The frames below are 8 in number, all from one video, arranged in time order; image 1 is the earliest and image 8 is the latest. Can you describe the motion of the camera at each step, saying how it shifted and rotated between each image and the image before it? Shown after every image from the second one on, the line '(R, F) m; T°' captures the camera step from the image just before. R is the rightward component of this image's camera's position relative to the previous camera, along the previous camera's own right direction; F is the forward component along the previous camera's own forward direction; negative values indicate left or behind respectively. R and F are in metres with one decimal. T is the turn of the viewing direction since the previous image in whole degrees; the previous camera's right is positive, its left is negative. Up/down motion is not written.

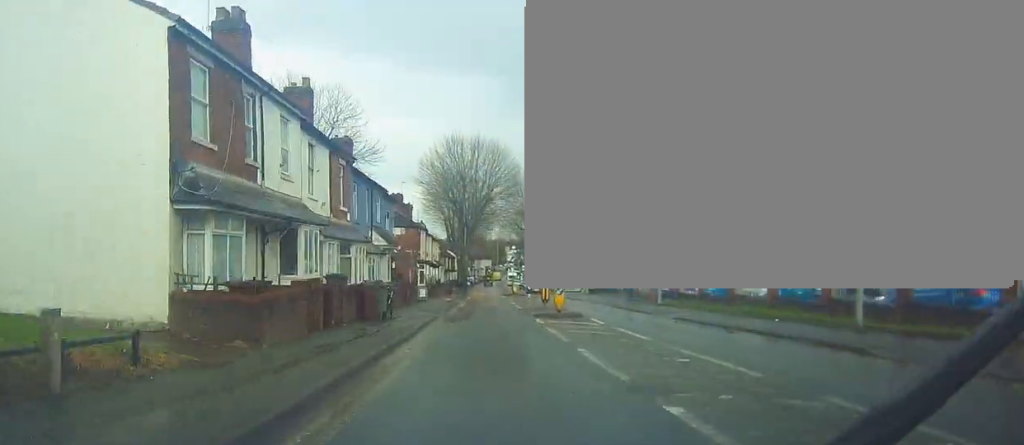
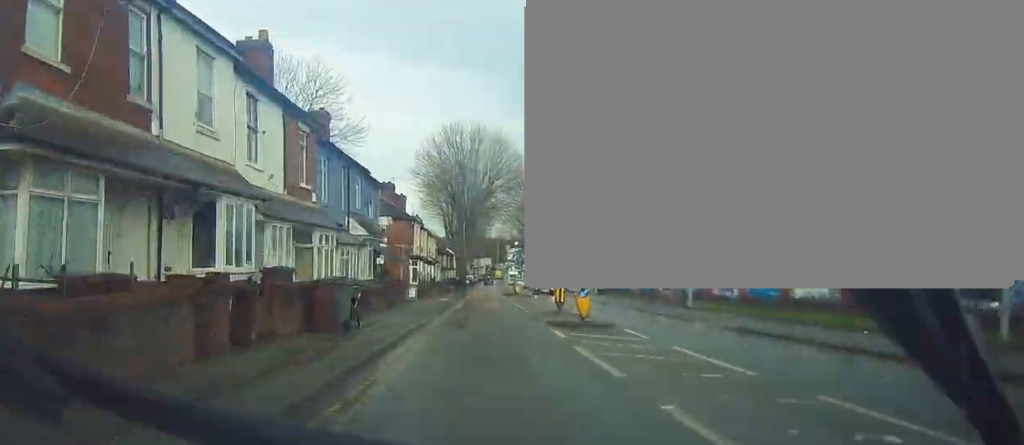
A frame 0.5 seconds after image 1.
(+0.1, +5.8) m; -1°
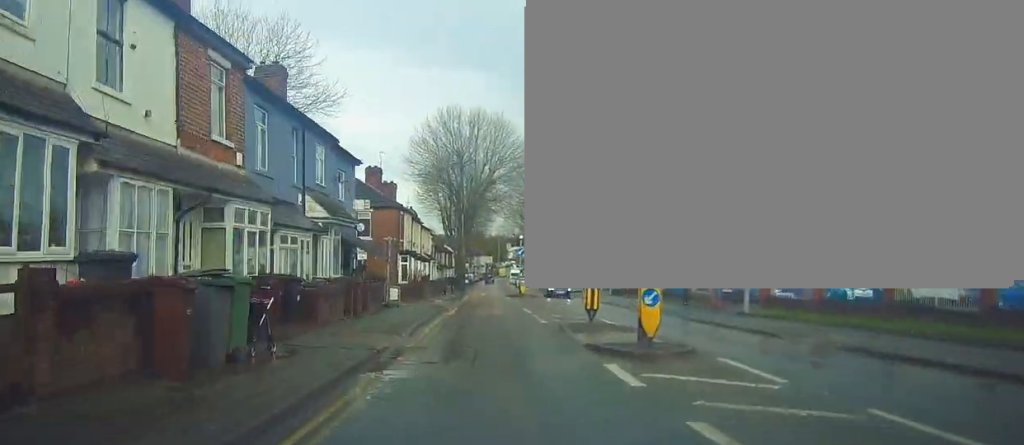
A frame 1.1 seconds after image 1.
(-0.2, +6.9) m; -1°
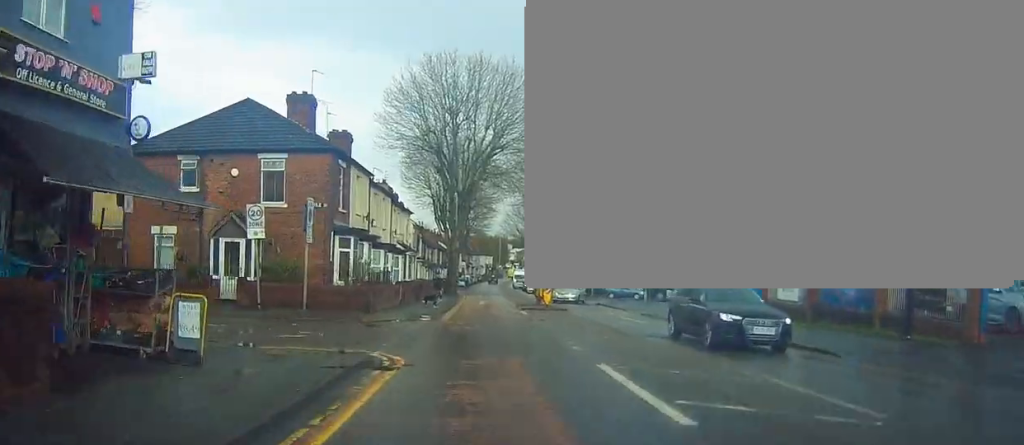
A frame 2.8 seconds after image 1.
(+0.3, +19.2) m; +3°
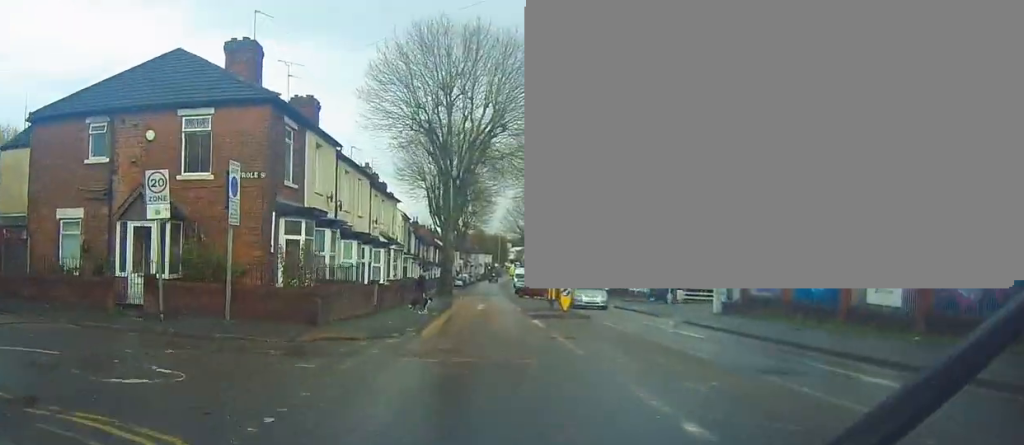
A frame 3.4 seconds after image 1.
(0.0, +6.9) m; 0°
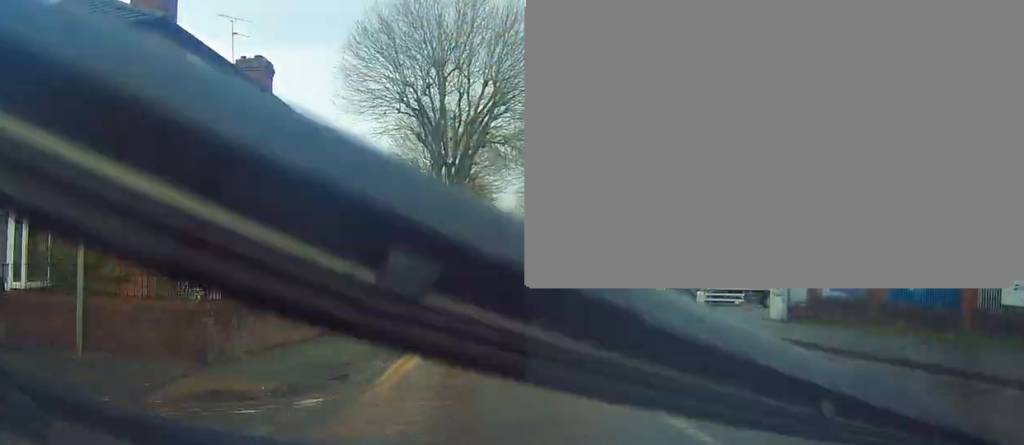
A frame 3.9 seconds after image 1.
(0.0, +6.5) m; -1°
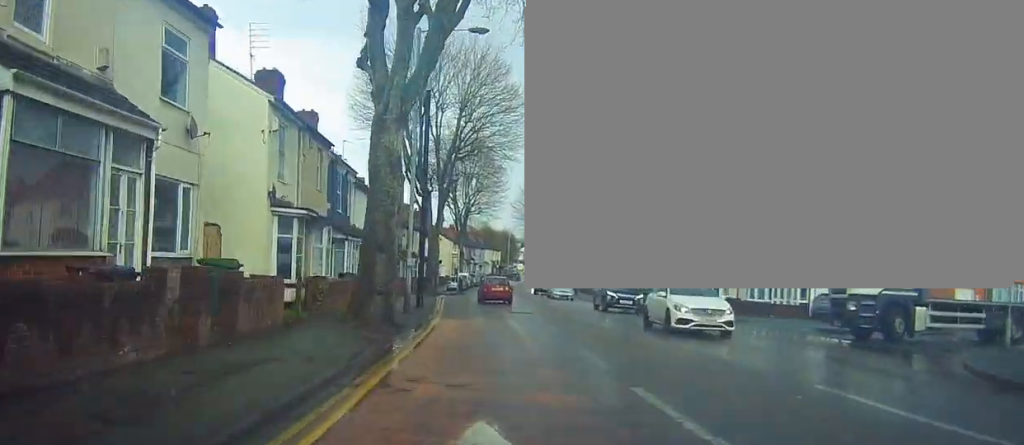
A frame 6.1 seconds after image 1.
(-1.0, +24.8) m; -2°
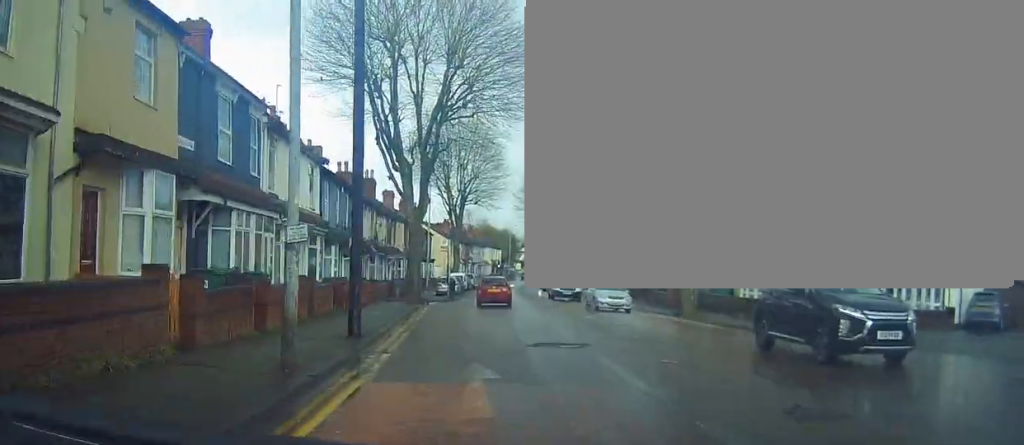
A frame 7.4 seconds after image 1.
(+0.2, +13.6) m; +1°
